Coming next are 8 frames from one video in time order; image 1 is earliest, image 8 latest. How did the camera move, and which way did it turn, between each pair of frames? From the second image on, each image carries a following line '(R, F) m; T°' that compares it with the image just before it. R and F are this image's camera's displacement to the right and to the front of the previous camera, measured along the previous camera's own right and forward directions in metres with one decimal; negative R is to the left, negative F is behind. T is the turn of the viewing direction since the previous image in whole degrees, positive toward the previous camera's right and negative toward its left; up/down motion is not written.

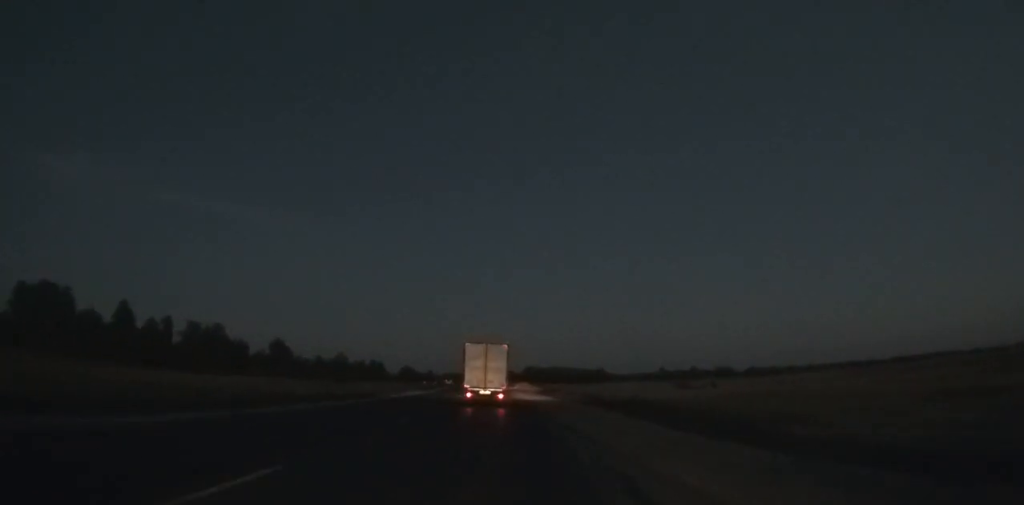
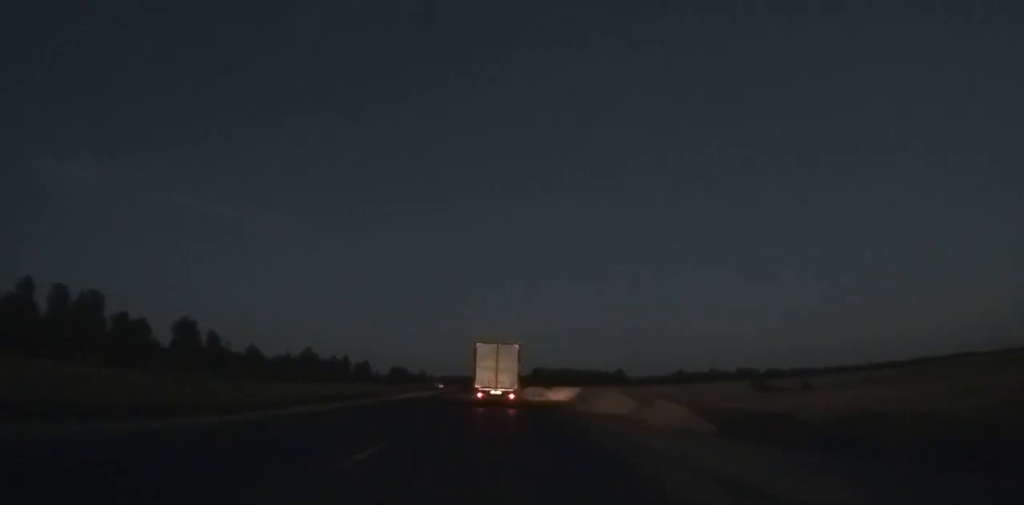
(-0.2, +68.8) m; 0°
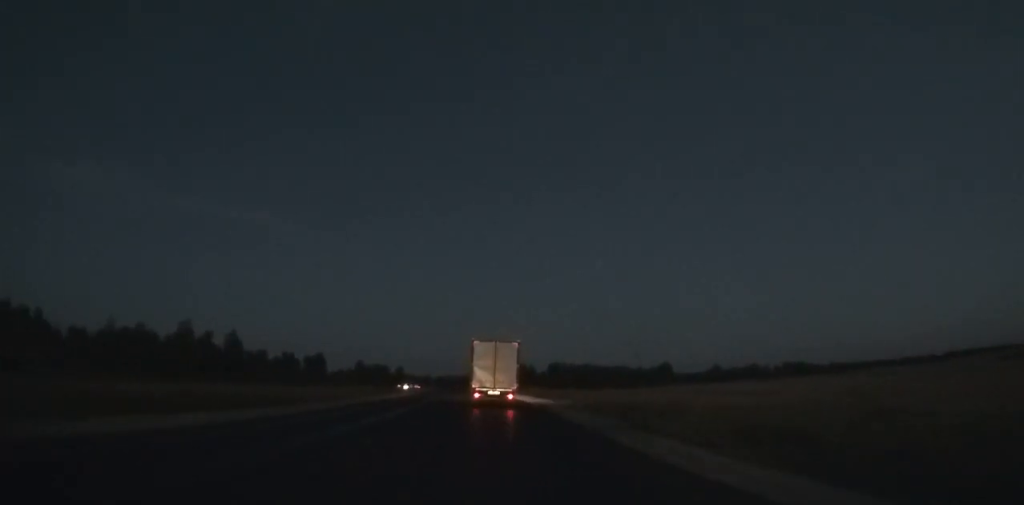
(-0.1, +119.8) m; 0°
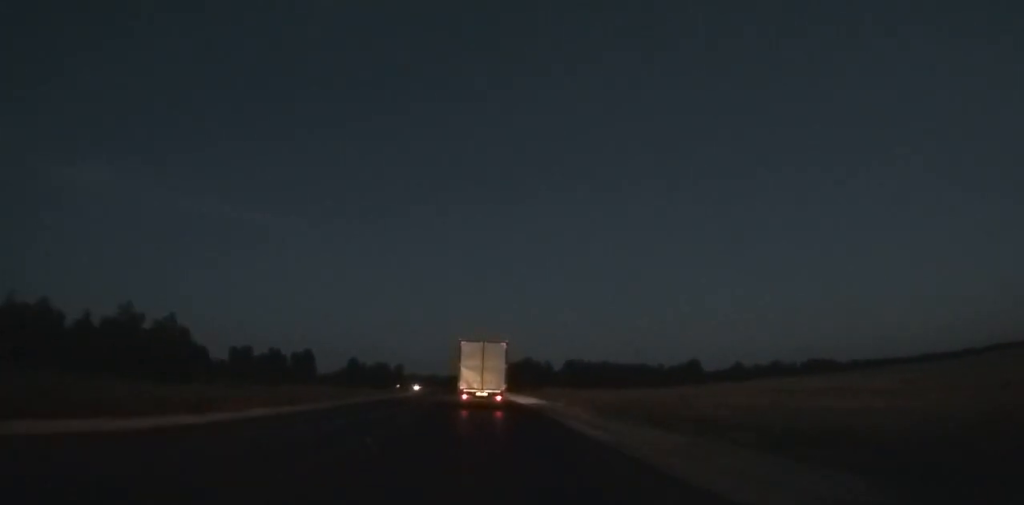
(0.0, +34.9) m; -1°
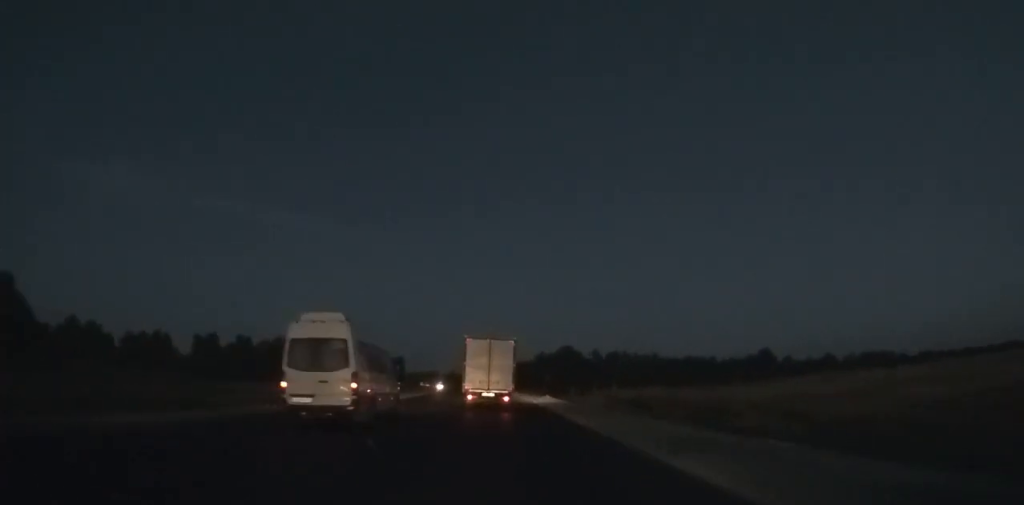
(-1.1, +61.2) m; -2°
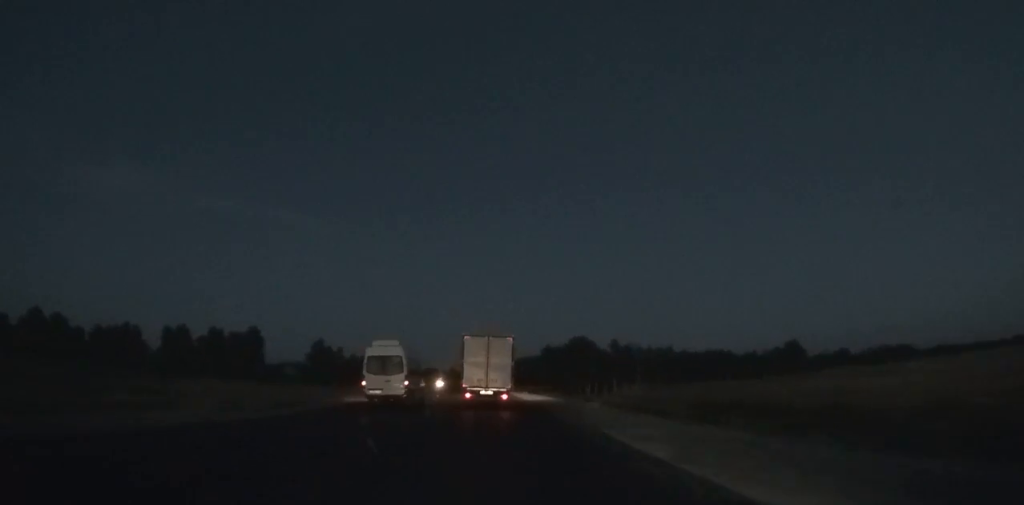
(-0.2, +24.4) m; -1°
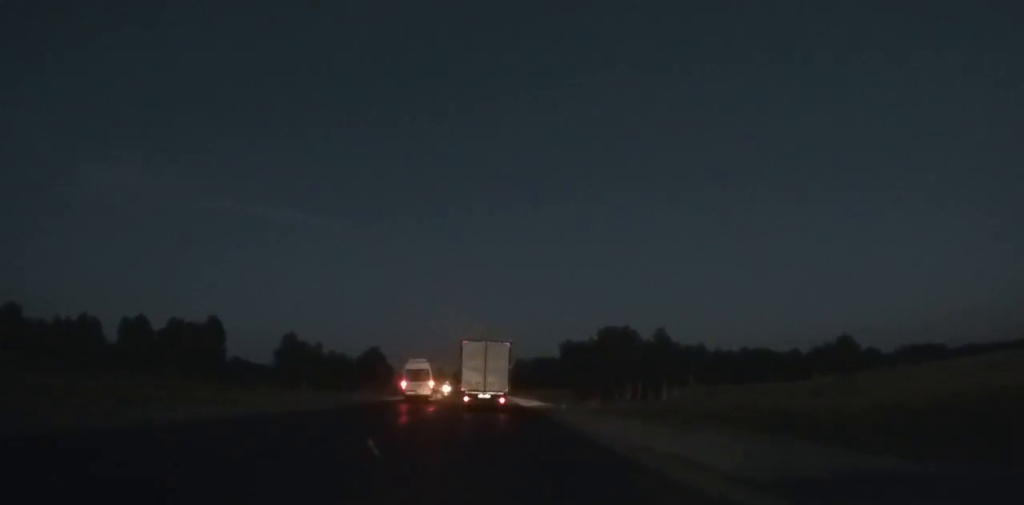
(0.0, +33.1) m; -1°
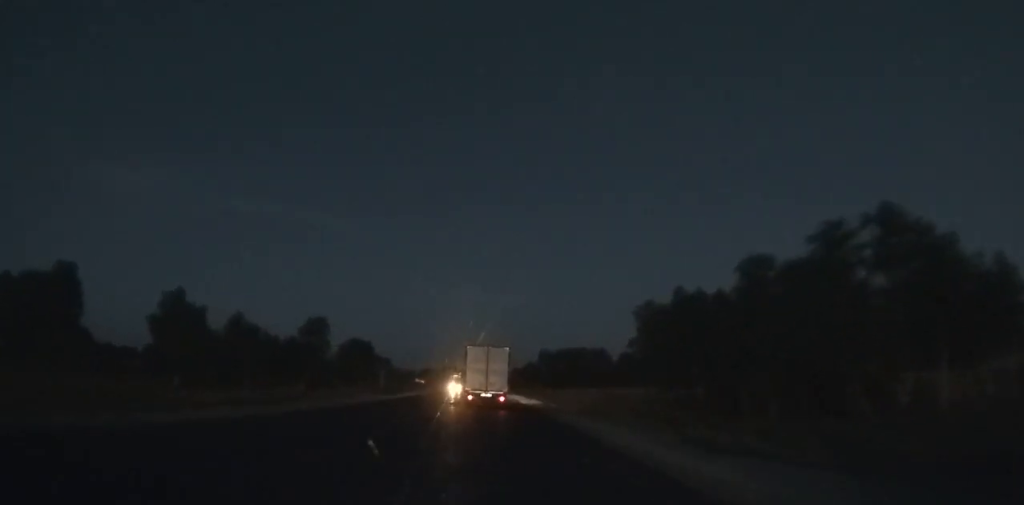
(-1.1, +66.0) m; -2°
